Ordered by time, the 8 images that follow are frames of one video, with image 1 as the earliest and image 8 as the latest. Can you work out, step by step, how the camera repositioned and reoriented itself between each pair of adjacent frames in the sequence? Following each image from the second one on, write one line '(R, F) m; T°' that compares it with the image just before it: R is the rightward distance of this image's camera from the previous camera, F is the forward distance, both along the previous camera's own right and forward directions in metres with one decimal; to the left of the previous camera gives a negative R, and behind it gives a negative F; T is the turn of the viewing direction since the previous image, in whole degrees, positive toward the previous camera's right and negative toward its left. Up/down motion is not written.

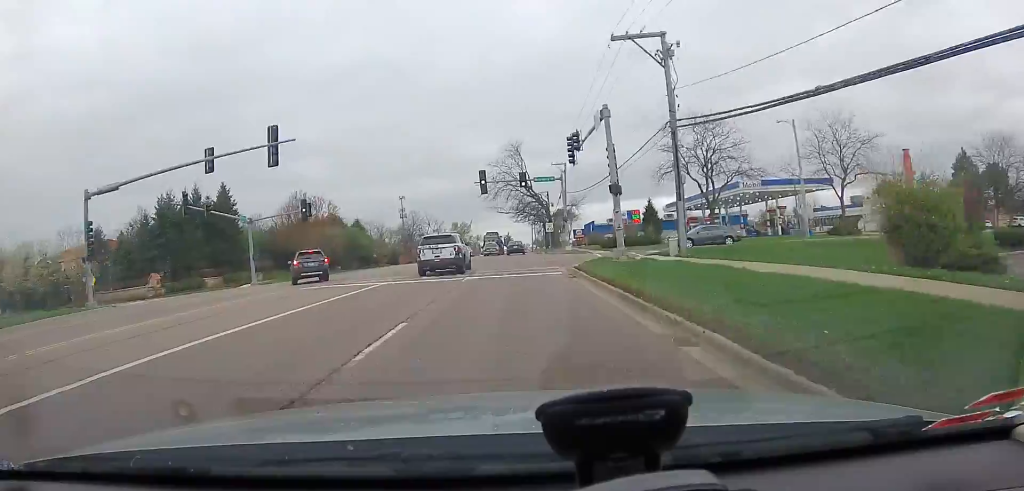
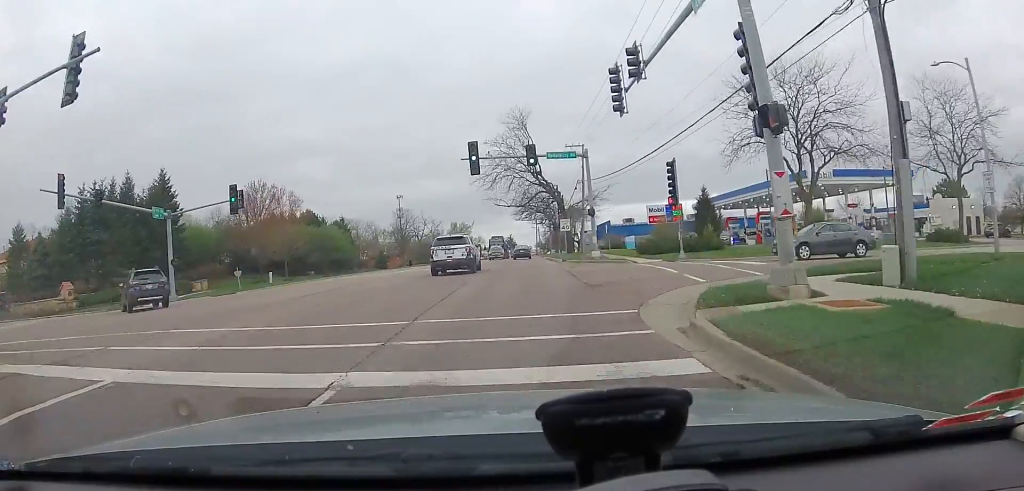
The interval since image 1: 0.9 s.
(-0.3, +15.1) m; -1°
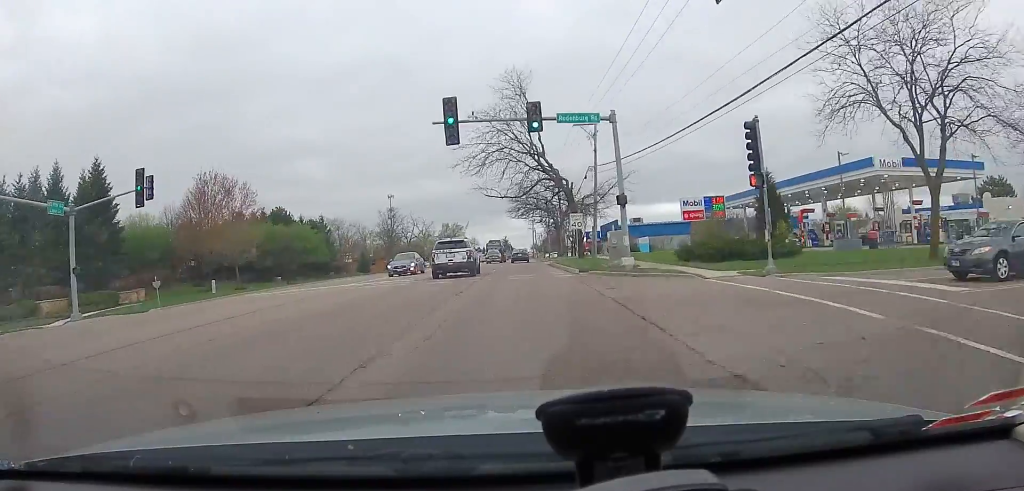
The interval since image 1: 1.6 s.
(0.0, +10.8) m; 0°
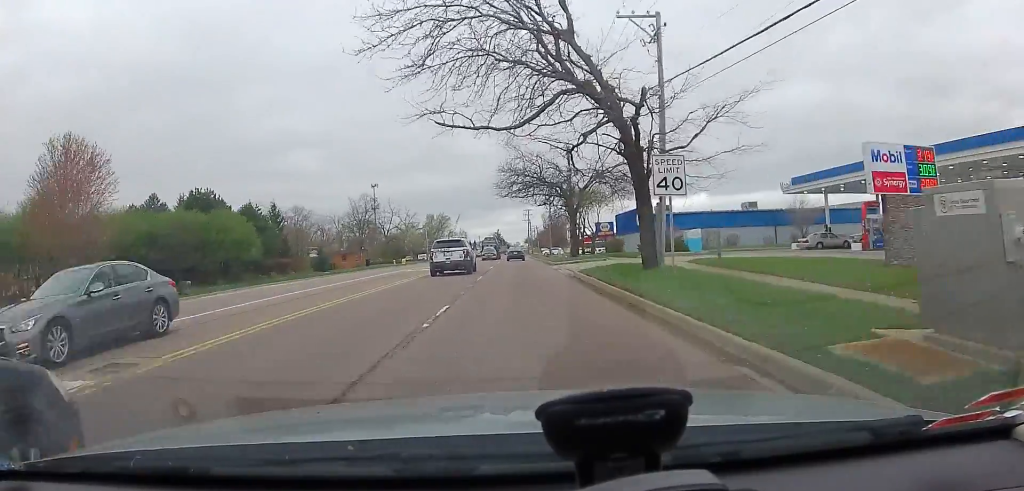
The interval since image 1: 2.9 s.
(0.0, +21.1) m; +1°
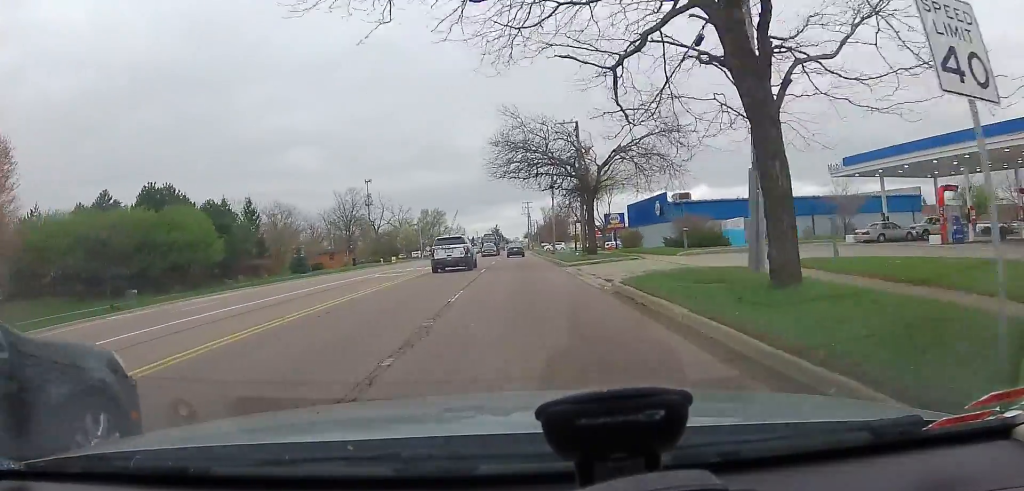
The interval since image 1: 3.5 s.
(0.0, +9.2) m; 0°
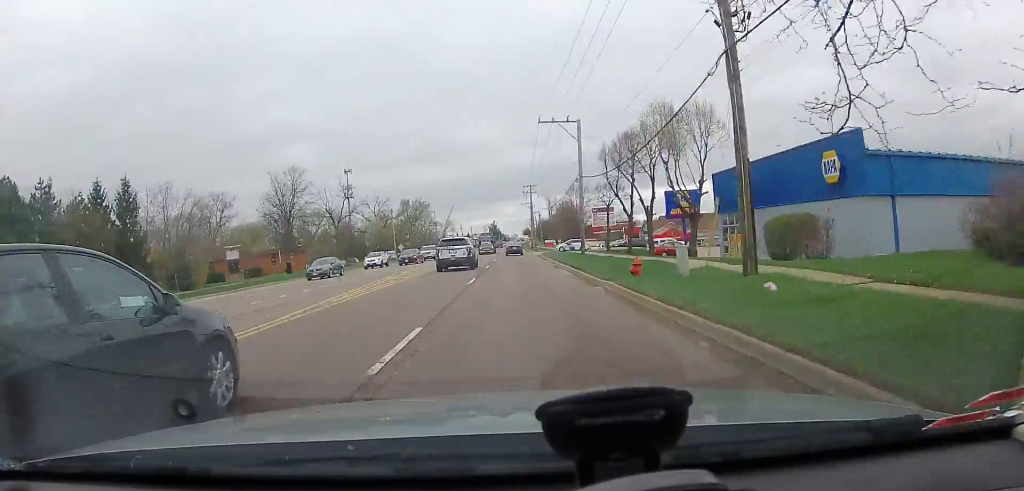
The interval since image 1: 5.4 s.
(-0.3, +31.3) m; -2°
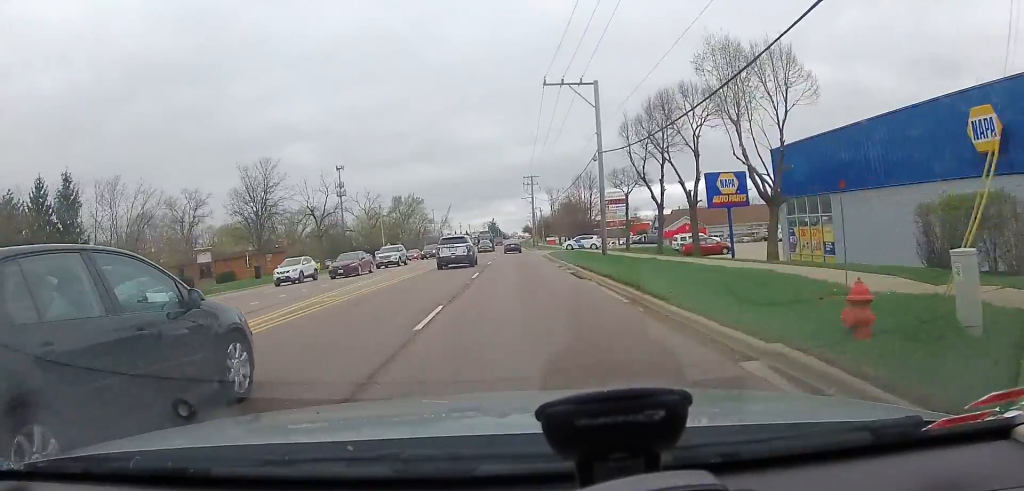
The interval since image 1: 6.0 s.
(-0.2, +9.7) m; +1°
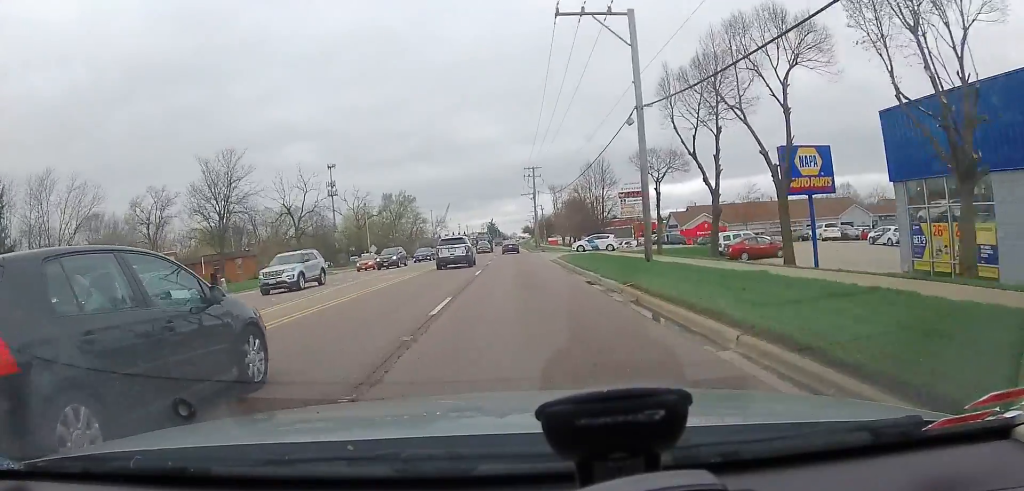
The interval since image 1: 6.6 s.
(+0.2, +10.2) m; +1°
